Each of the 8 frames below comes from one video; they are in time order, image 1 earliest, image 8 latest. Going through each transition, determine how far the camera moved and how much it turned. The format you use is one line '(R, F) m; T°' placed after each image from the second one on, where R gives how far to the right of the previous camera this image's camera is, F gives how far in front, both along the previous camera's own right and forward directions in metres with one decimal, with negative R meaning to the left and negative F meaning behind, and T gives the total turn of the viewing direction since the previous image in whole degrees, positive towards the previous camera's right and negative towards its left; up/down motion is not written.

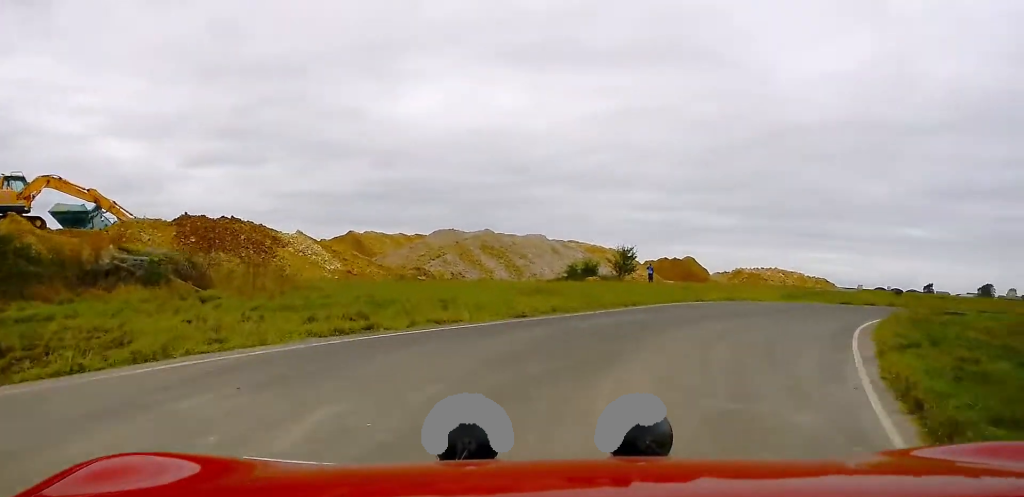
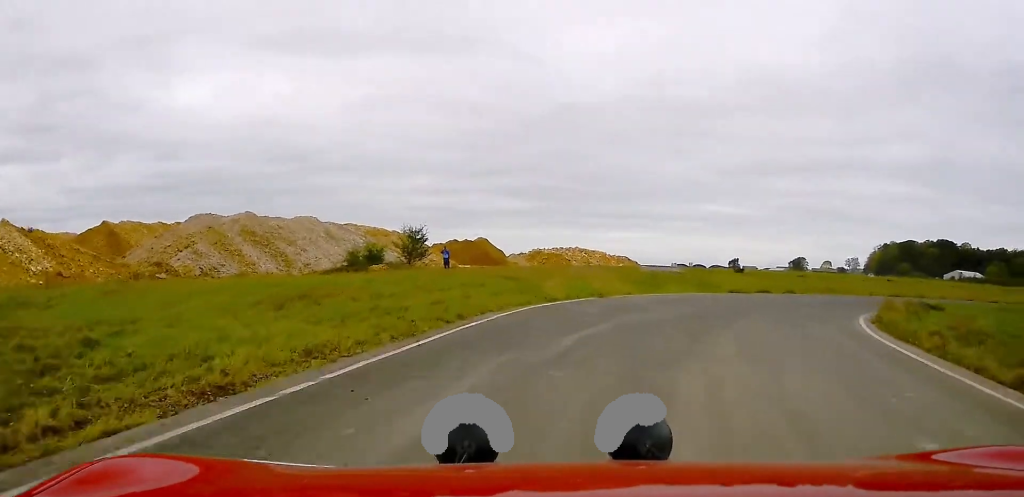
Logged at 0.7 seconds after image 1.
(+1.0, +9.5) m; +19°
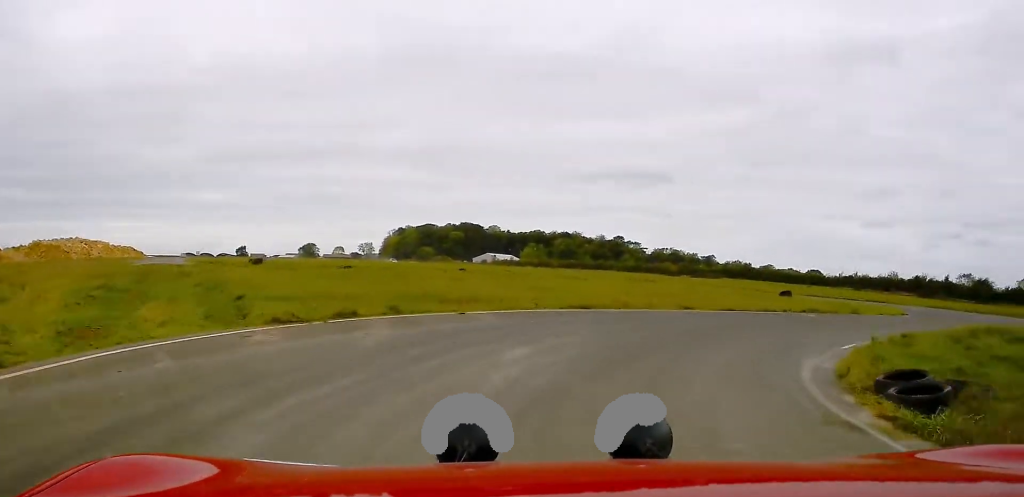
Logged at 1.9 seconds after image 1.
(+4.9, +14.8) m; +36°
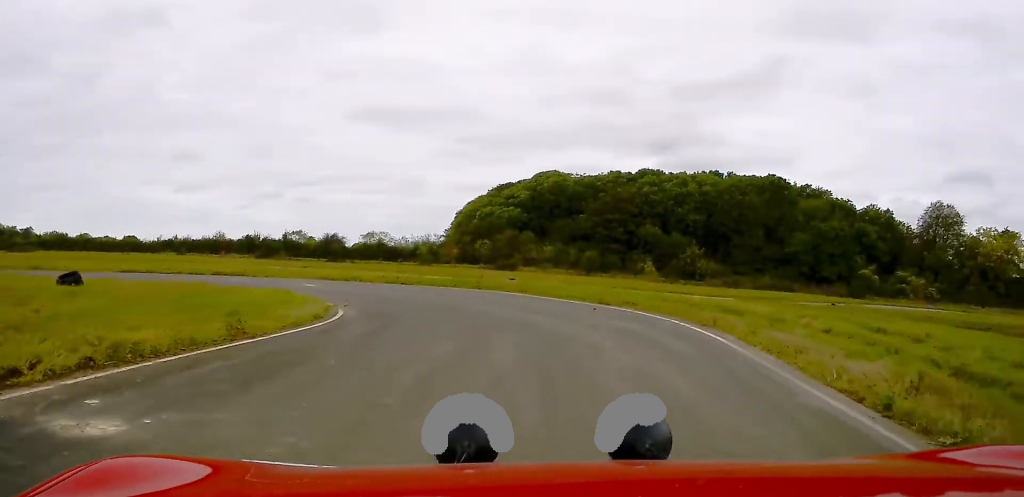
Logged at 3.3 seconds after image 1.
(+6.9, +17.6) m; +30°
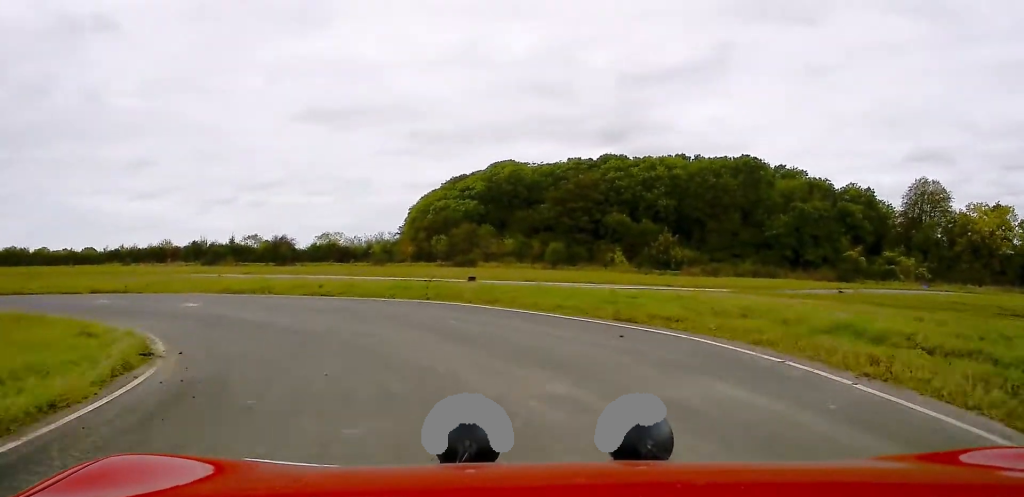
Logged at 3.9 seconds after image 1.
(+0.5, +7.8) m; -2°
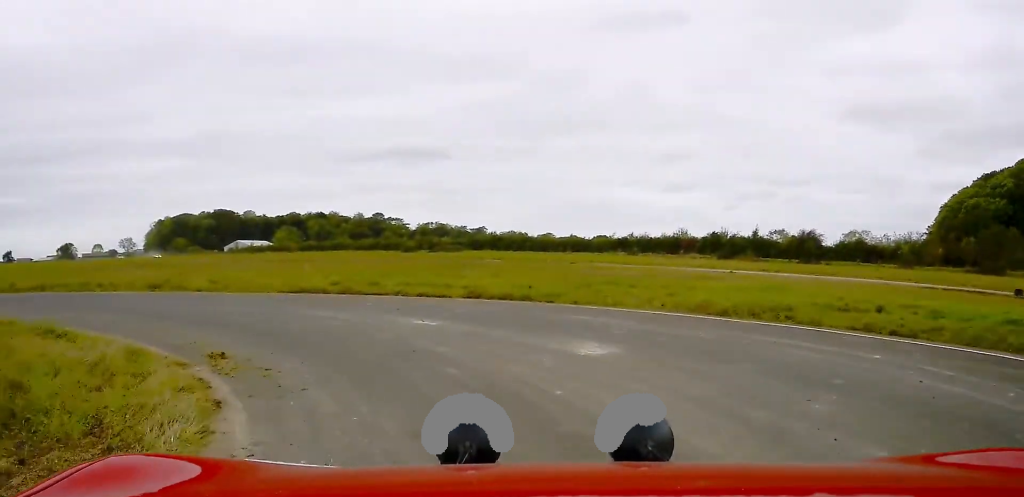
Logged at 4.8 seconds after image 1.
(-0.7, +10.4) m; -26°
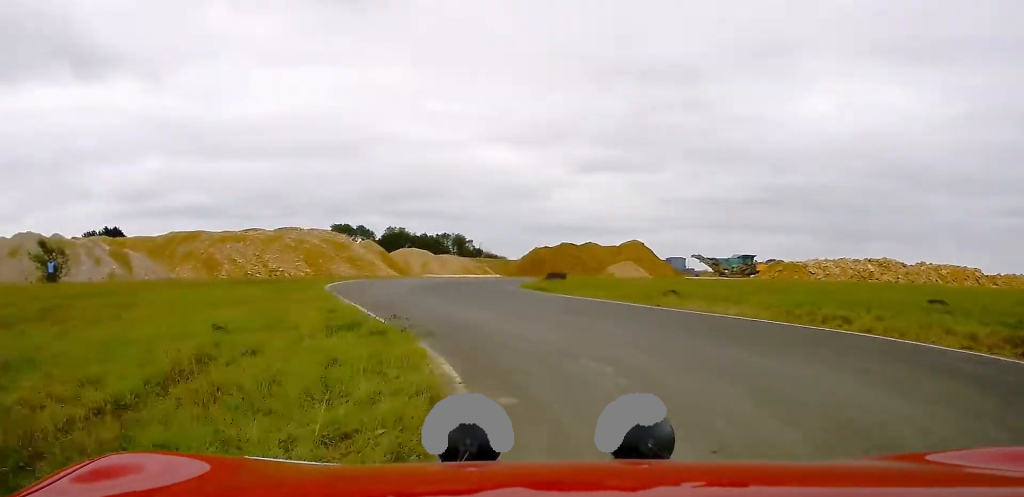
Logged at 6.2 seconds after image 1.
(-7.5, +10.4) m; -64°
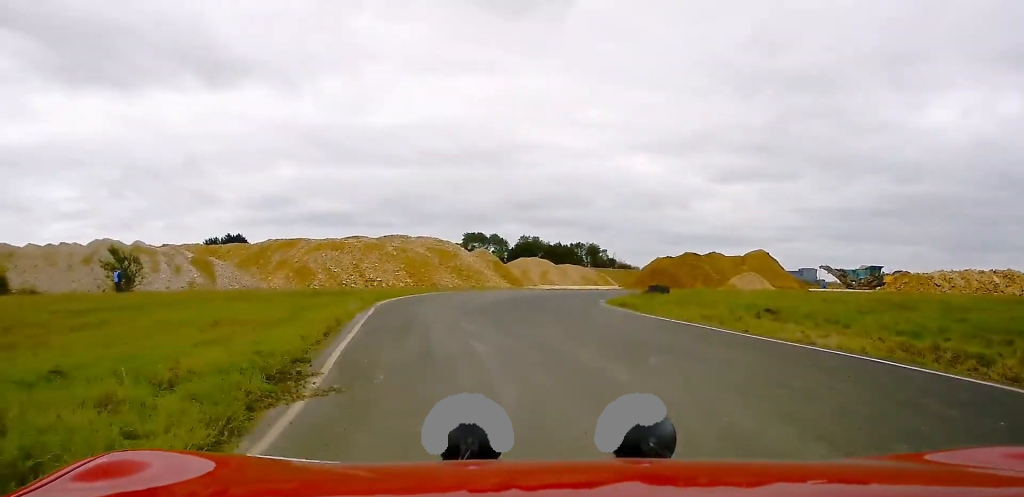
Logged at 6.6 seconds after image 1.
(-0.4, +4.4) m; -15°
